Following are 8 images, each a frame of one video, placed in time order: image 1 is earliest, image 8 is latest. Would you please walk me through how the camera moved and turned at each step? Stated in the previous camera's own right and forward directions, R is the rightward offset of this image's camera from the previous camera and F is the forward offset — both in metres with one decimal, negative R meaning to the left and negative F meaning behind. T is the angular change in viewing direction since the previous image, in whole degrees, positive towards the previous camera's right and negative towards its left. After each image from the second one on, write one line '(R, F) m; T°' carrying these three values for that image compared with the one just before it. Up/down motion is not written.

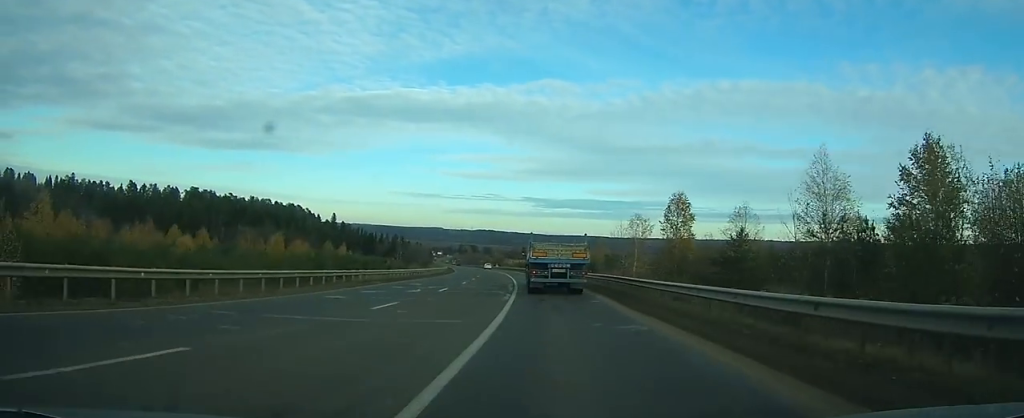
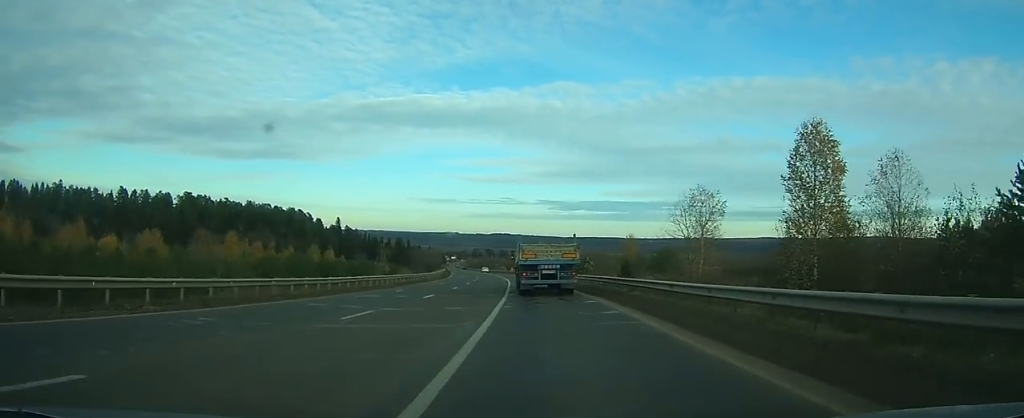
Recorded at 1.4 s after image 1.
(-0.9, +26.4) m; -3°
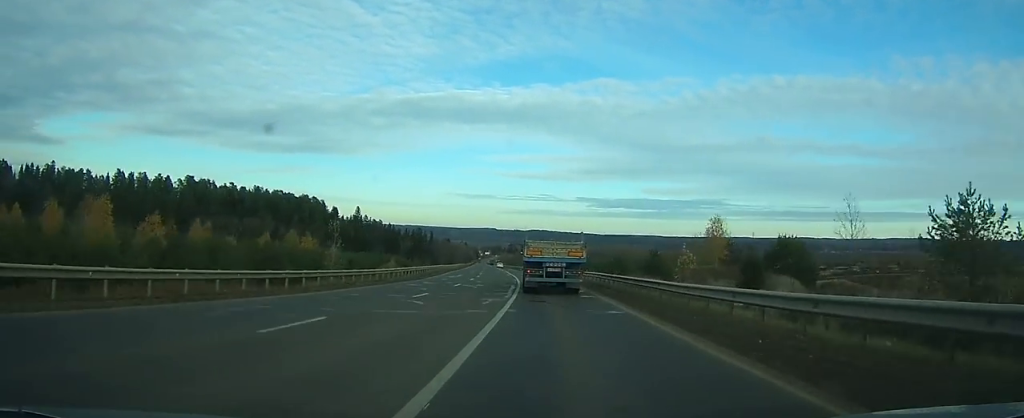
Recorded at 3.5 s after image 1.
(-1.8, +41.6) m; -4°
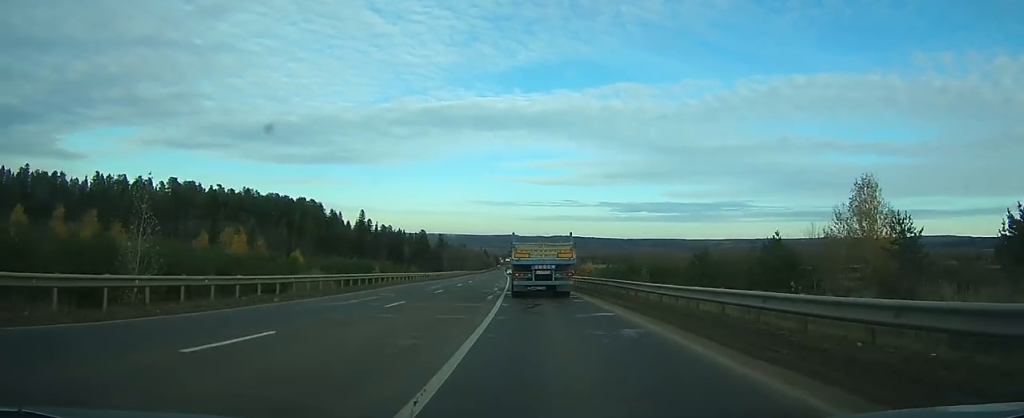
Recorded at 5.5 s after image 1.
(-1.2, +39.1) m; -3°
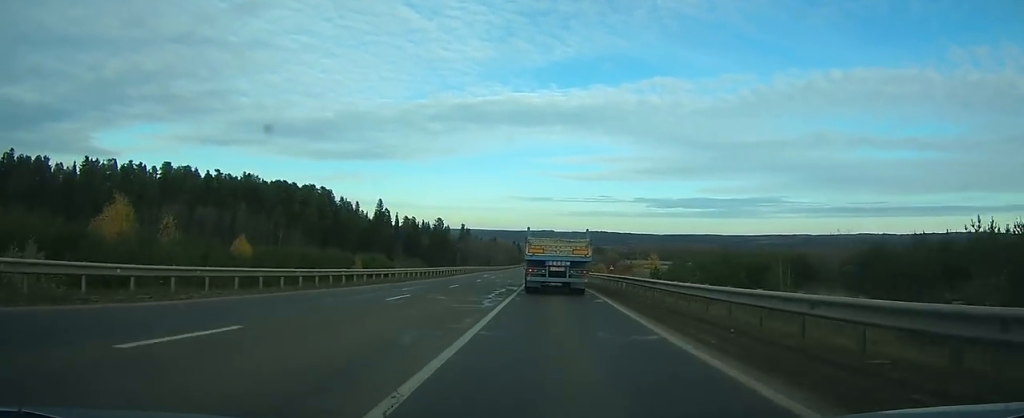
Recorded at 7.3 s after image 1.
(-0.9, +38.7) m; -3°
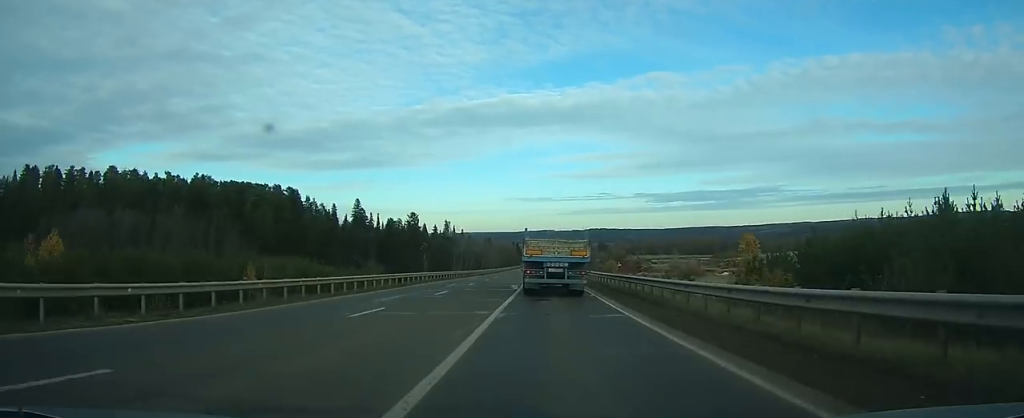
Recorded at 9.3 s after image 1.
(-0.9, +40.6) m; -2°
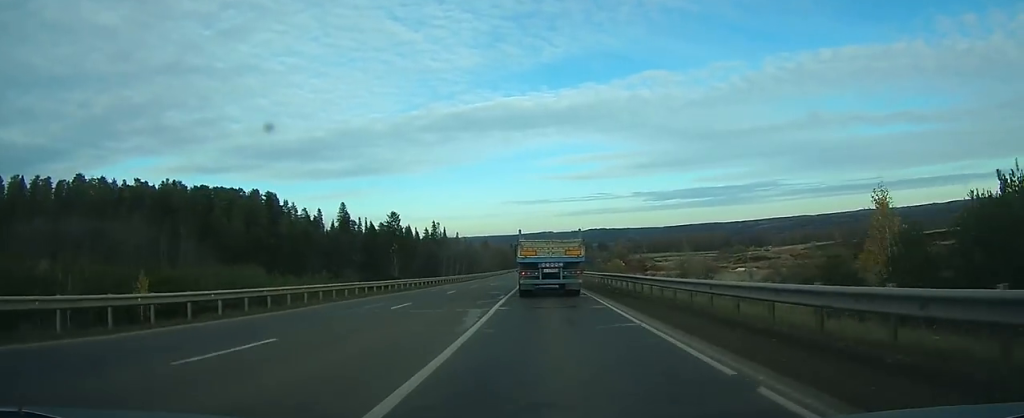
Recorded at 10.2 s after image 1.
(-0.2, +19.8) m; 0°
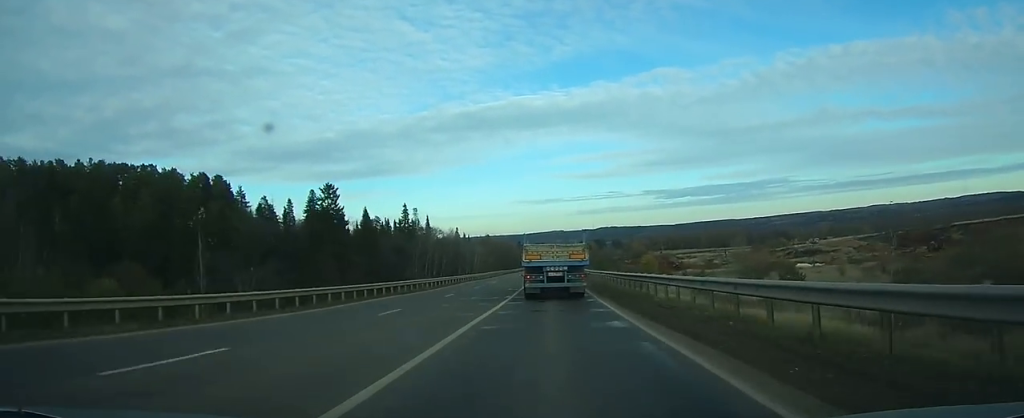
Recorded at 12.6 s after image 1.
(-0.1, +51.3) m; 0°
